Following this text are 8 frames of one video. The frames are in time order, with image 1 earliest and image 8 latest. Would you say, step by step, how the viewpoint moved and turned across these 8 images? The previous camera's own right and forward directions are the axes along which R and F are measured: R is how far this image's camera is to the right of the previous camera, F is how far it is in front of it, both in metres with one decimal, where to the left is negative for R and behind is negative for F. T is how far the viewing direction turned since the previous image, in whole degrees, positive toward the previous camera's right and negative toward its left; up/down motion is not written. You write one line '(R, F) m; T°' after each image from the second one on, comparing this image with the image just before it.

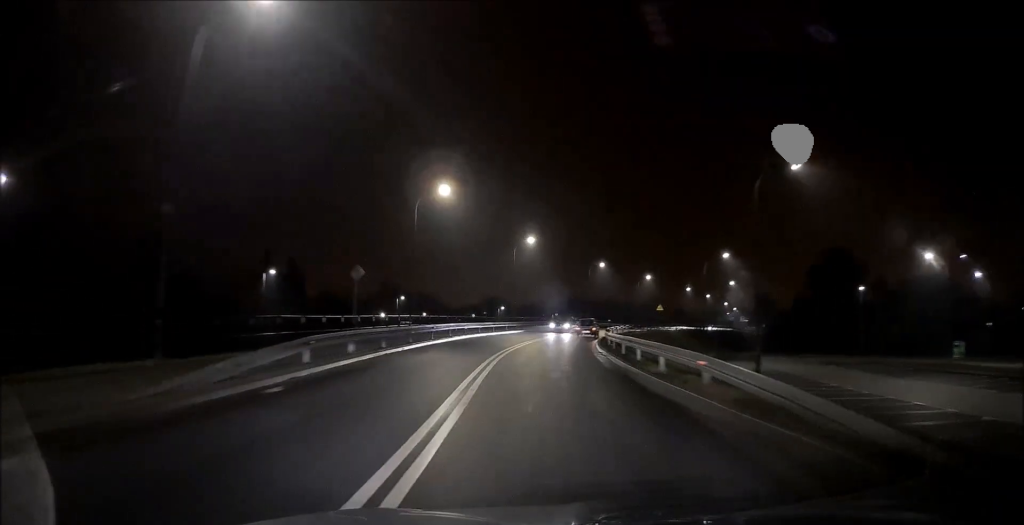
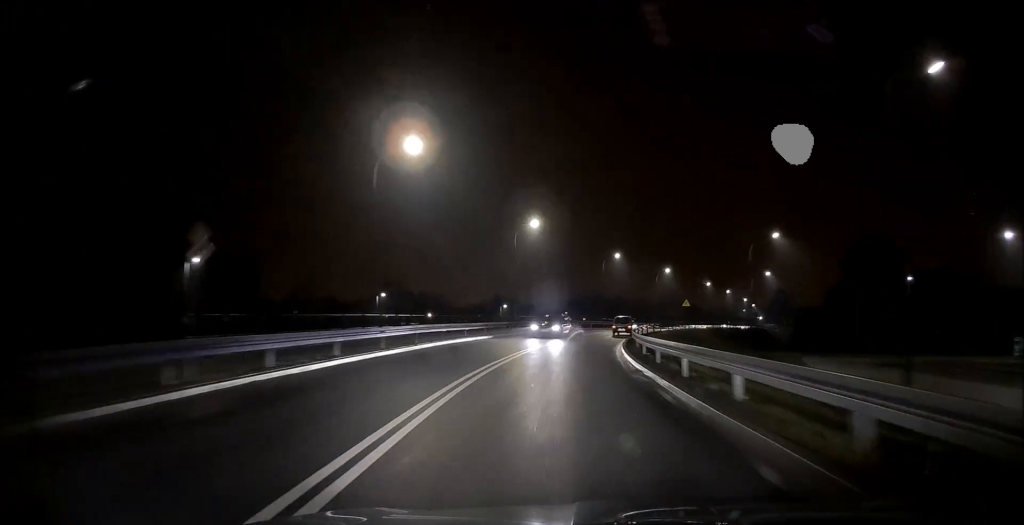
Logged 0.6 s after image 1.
(-0.4, +10.3) m; -2°
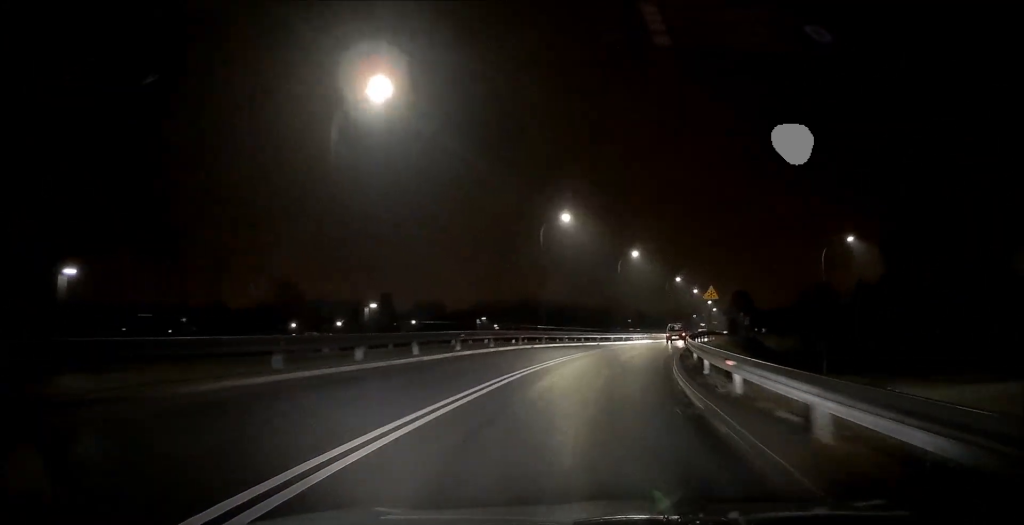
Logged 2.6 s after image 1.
(-1.0, +32.2) m; 0°
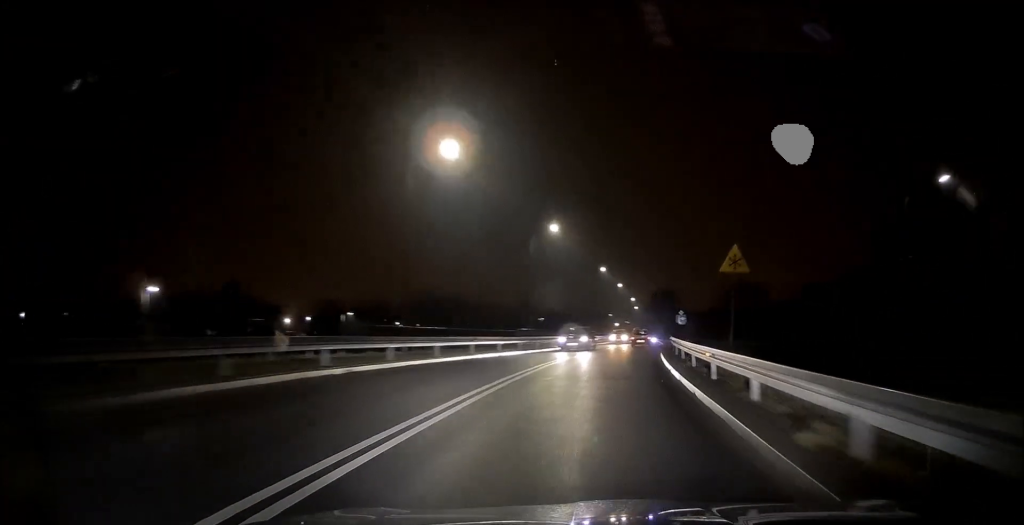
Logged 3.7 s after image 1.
(+0.5, +17.4) m; +5°
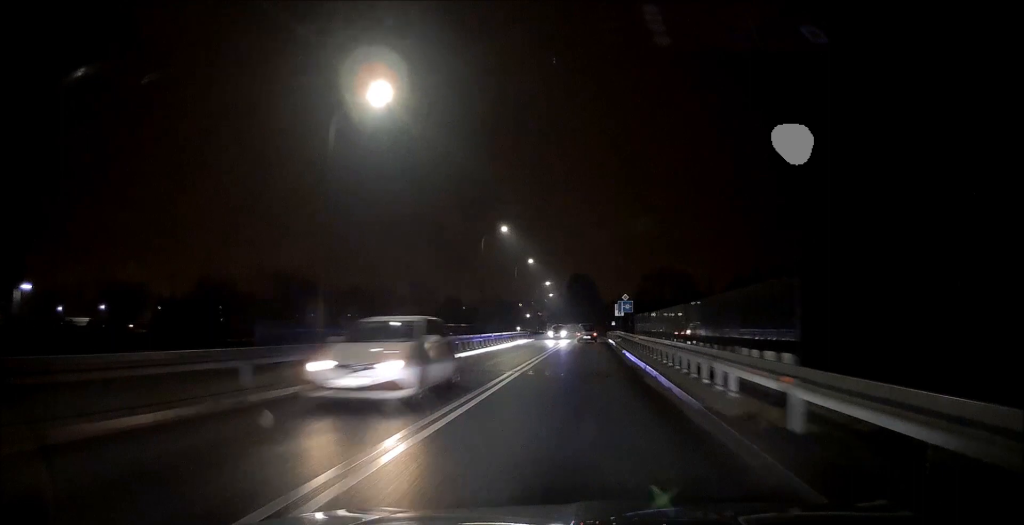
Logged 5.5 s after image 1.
(+2.8, +27.2) m; +11°
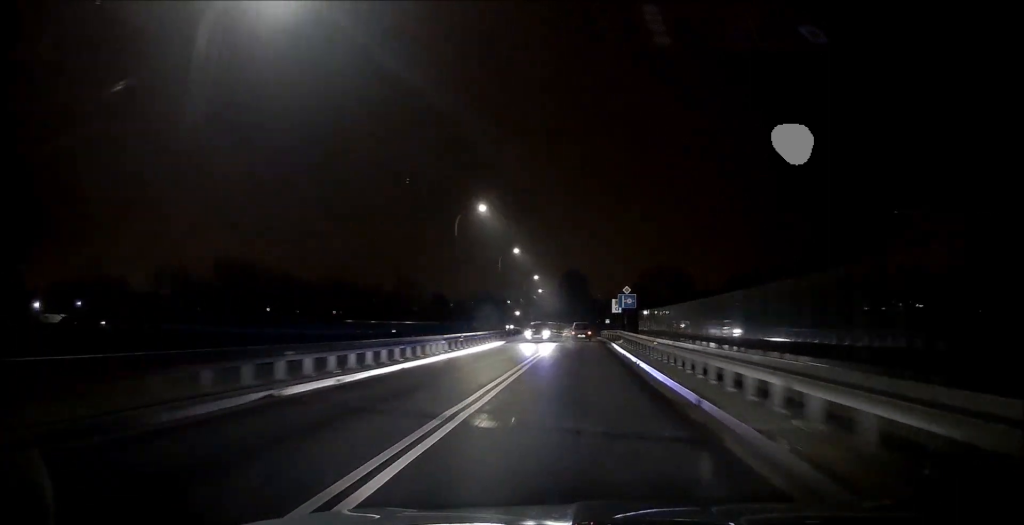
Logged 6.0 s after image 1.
(+0.1, +8.2) m; +2°
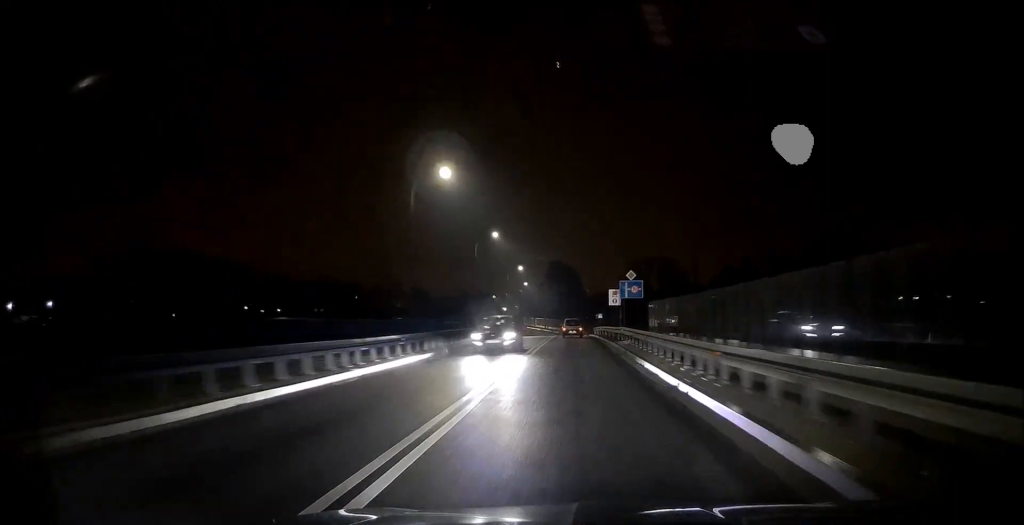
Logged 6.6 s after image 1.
(+0.2, +9.2) m; +1°
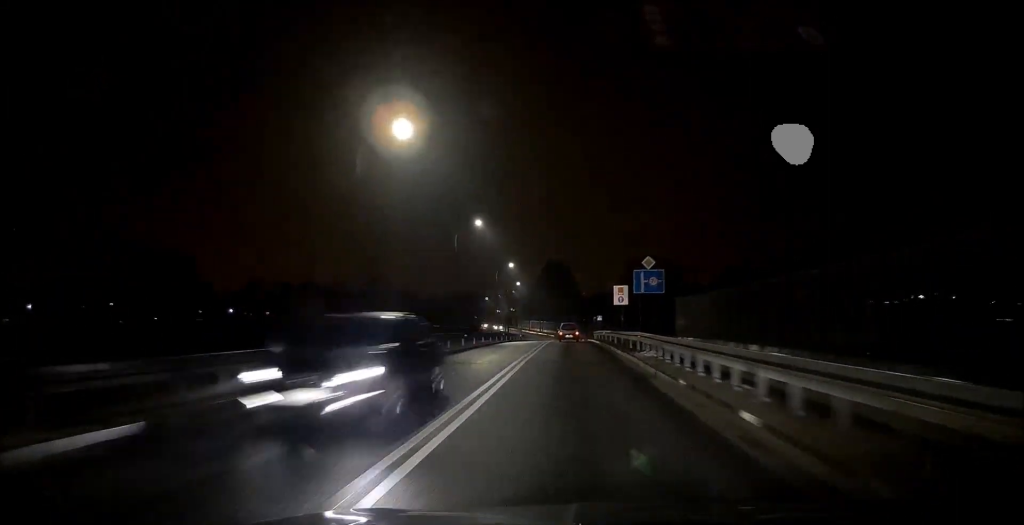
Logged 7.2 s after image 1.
(+0.1, +8.2) m; +1°
